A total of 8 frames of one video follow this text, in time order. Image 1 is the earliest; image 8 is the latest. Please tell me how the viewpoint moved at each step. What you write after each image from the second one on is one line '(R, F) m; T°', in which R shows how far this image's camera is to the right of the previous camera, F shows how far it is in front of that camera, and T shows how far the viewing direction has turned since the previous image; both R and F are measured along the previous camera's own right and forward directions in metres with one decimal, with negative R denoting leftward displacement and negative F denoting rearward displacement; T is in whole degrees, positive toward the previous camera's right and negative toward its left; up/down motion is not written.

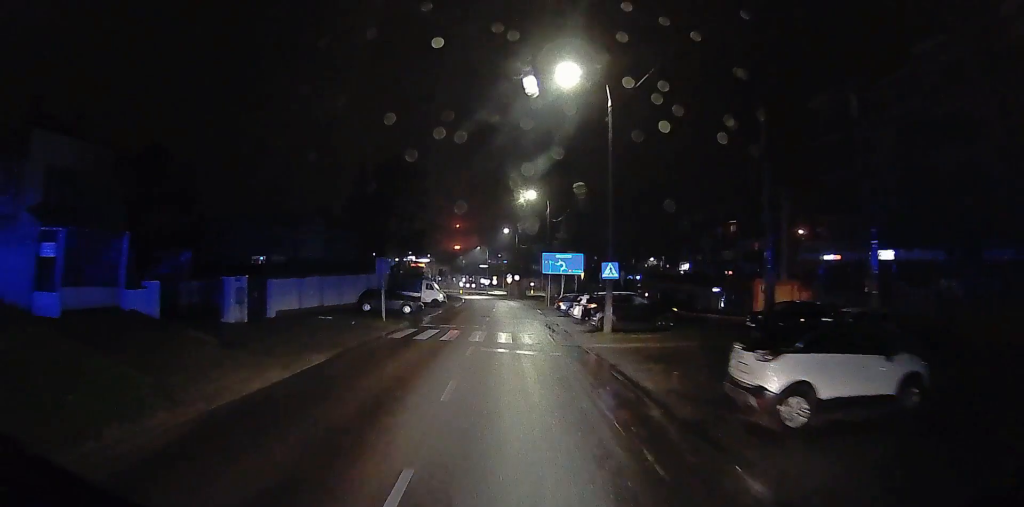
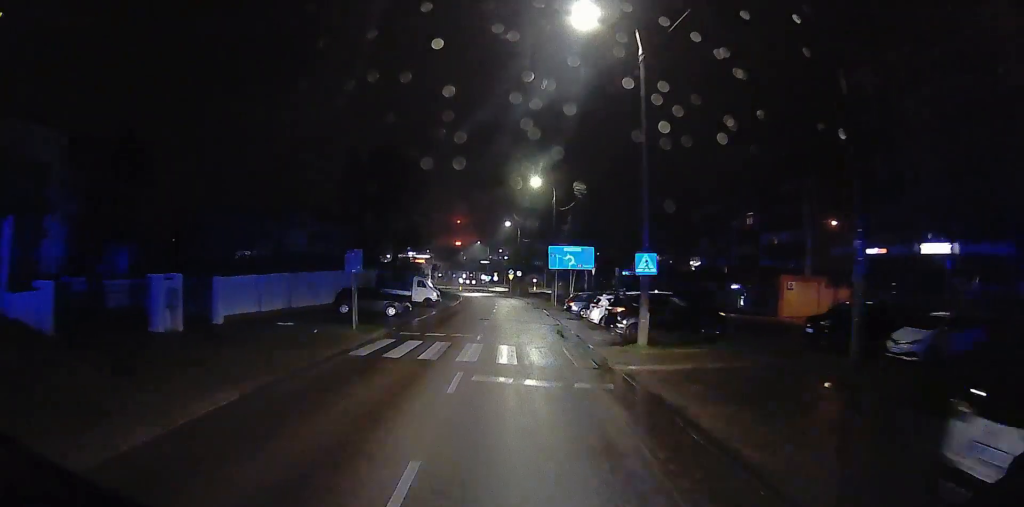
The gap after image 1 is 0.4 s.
(0.0, +5.1) m; 0°
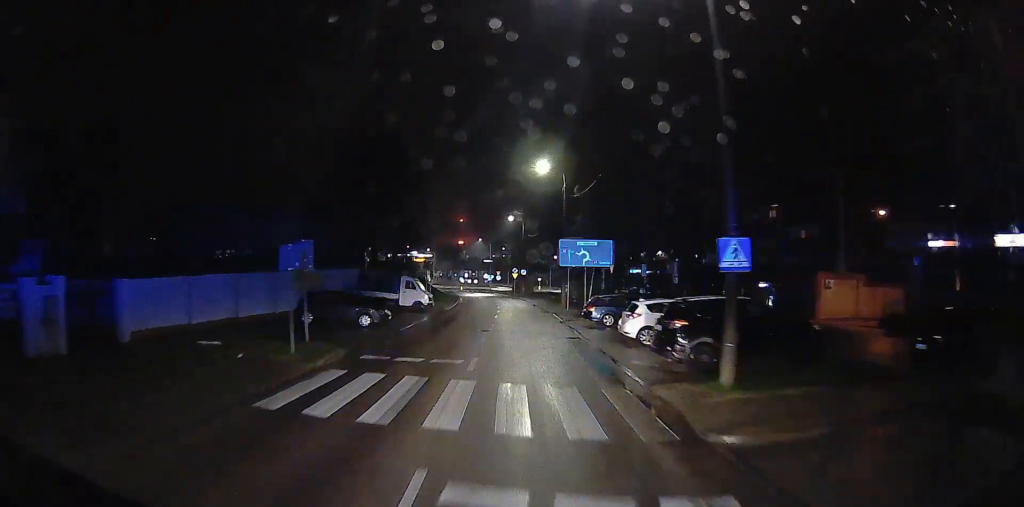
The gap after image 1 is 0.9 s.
(0.0, +6.0) m; 0°
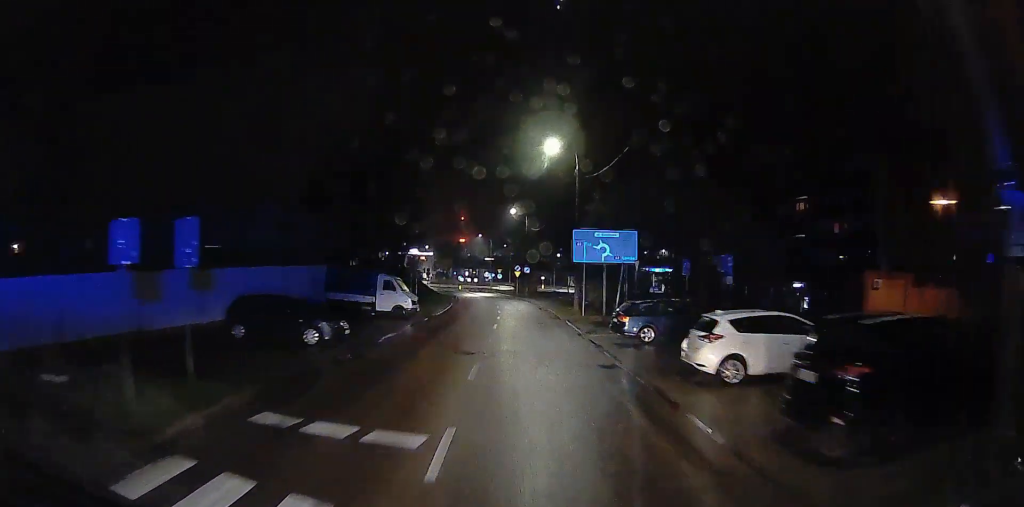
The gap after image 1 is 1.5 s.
(0.0, +6.5) m; 0°
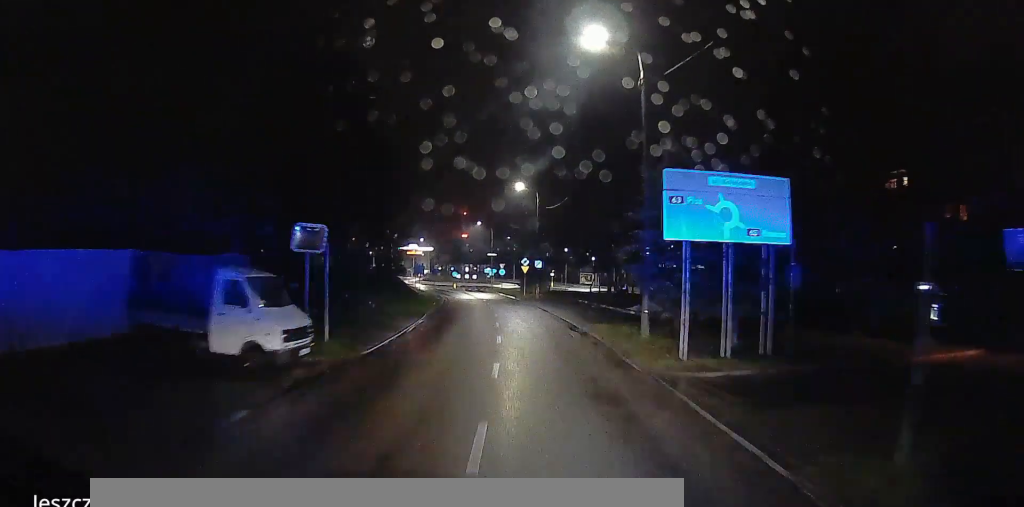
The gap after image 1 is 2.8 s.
(0.0, +16.3) m; 0°
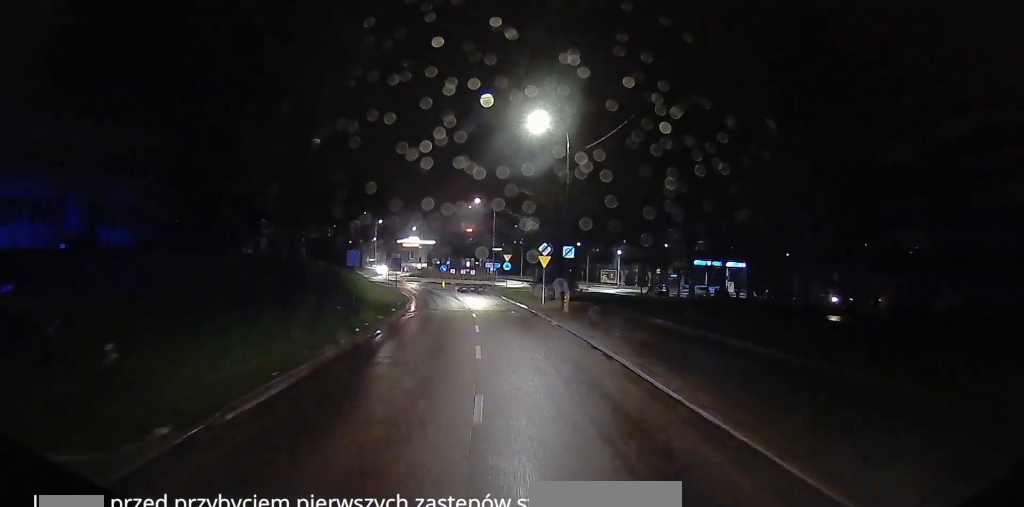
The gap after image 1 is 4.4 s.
(0.0, +21.4) m; 0°
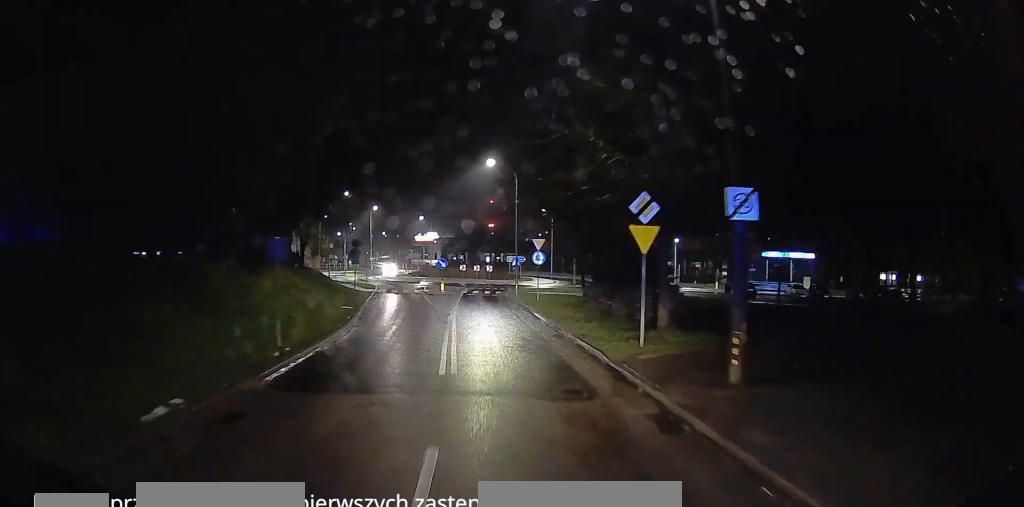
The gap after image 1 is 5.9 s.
(0.0, +20.9) m; 0°
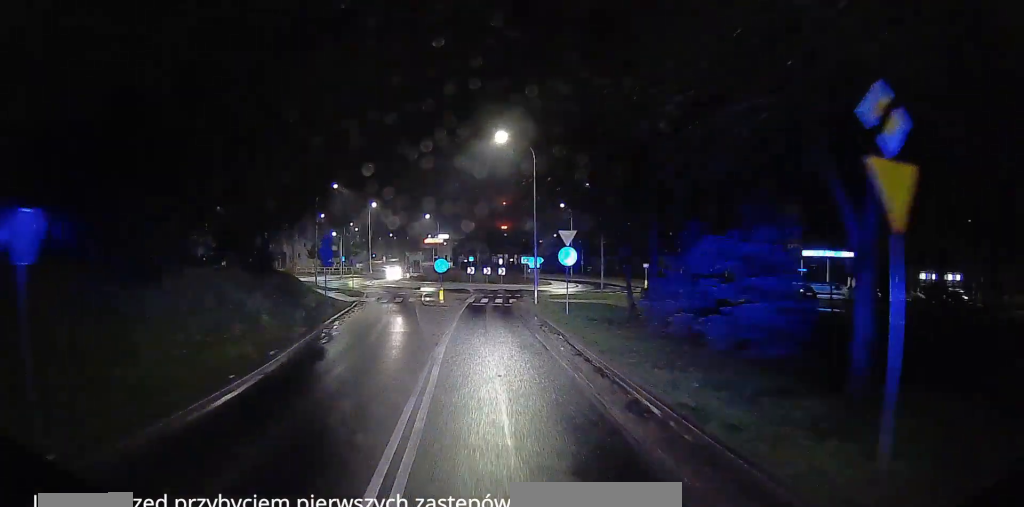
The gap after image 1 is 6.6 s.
(0.0, +9.7) m; 0°
